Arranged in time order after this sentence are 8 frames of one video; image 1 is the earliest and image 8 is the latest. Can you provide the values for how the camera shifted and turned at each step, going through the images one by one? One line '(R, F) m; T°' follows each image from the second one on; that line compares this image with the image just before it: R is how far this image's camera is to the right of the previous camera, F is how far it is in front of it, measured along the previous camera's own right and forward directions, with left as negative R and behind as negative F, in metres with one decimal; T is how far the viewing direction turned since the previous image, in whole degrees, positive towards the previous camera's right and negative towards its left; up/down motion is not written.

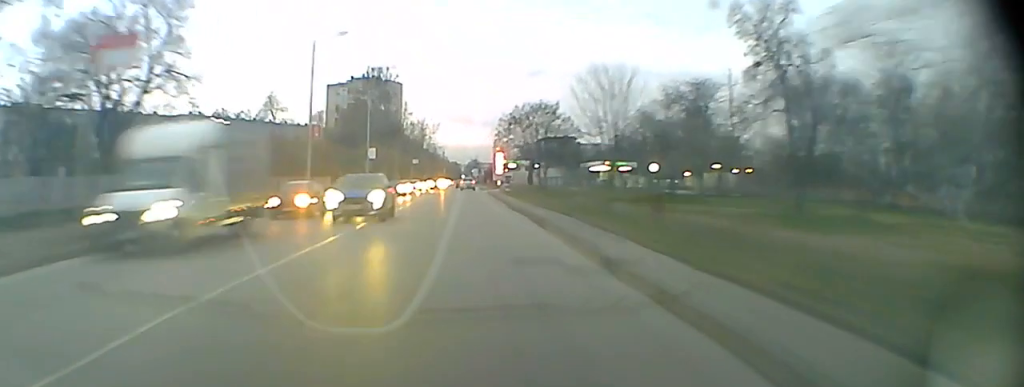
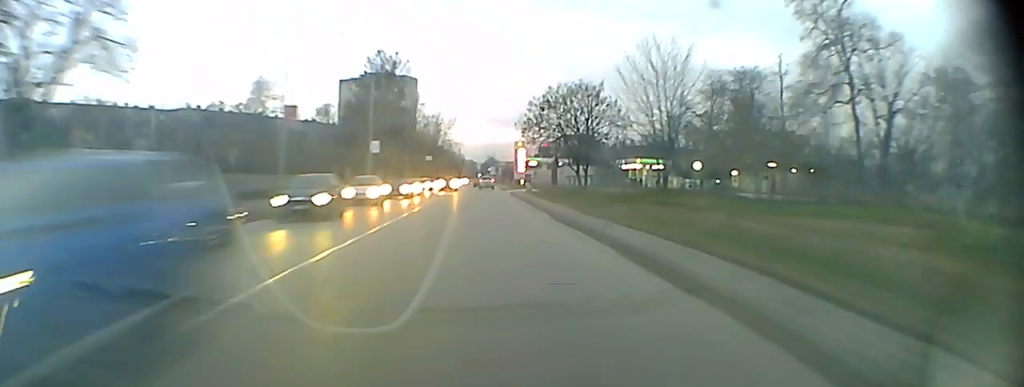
(0.0, +11.0) m; 0°
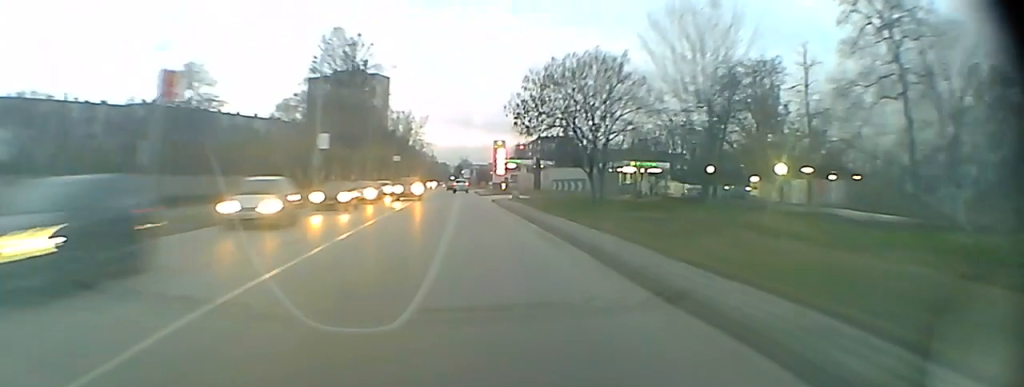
(0.0, +12.1) m; 0°
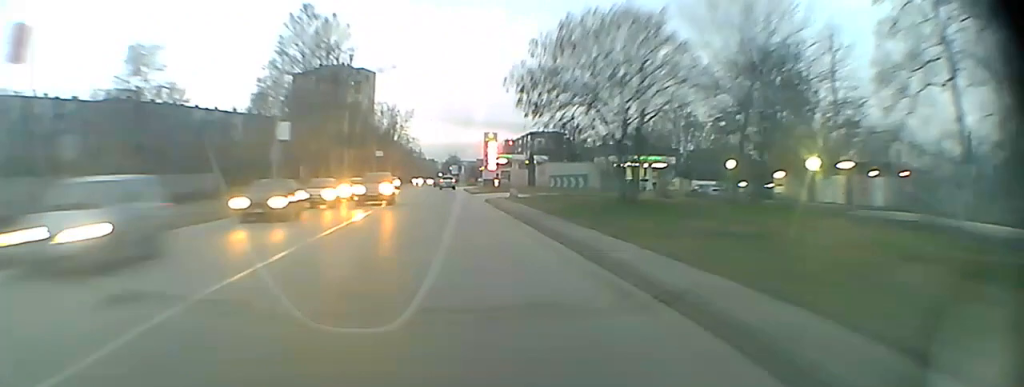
(0.0, +7.8) m; 0°
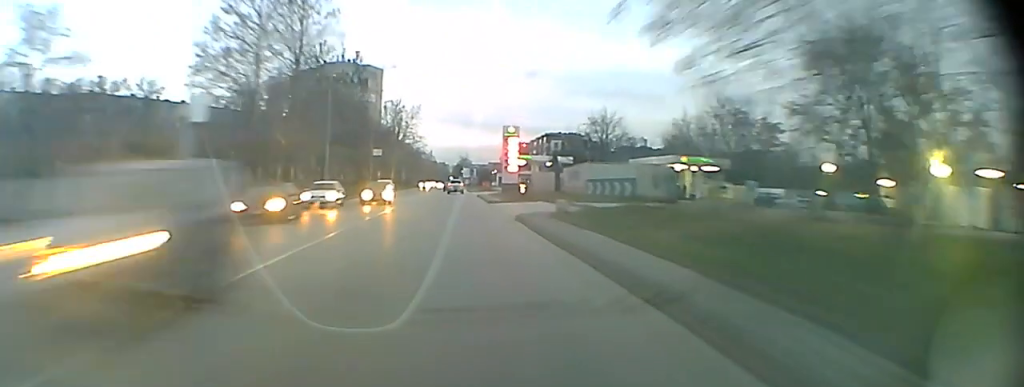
(0.0, +16.1) m; 0°
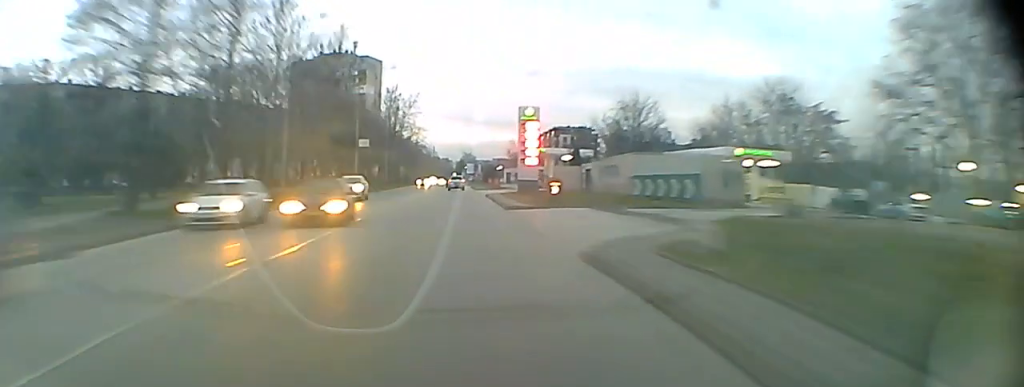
(0.0, +14.0) m; 0°
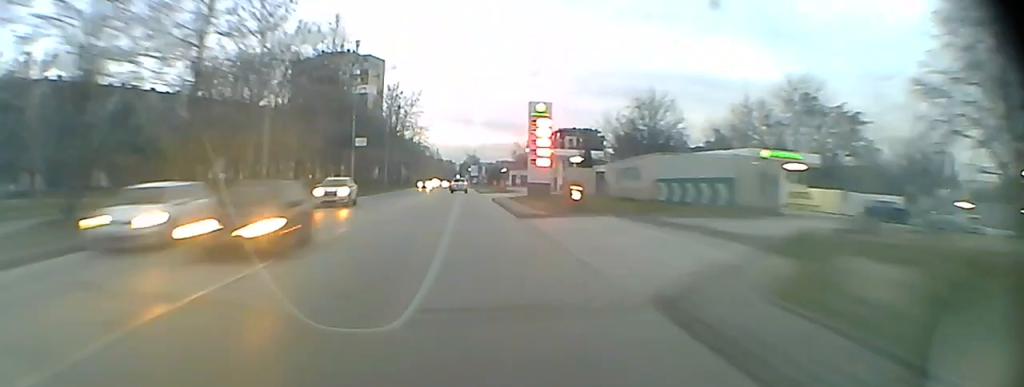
(0.0, +5.9) m; 0°
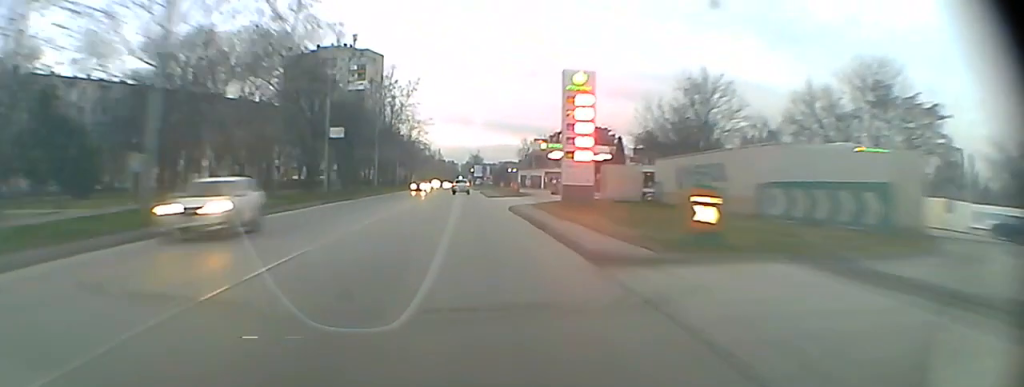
(0.0, +14.5) m; 0°
